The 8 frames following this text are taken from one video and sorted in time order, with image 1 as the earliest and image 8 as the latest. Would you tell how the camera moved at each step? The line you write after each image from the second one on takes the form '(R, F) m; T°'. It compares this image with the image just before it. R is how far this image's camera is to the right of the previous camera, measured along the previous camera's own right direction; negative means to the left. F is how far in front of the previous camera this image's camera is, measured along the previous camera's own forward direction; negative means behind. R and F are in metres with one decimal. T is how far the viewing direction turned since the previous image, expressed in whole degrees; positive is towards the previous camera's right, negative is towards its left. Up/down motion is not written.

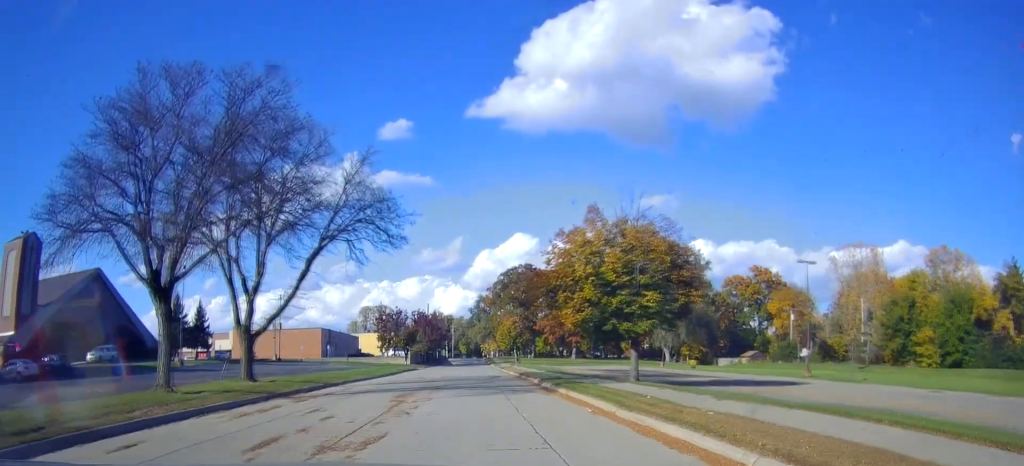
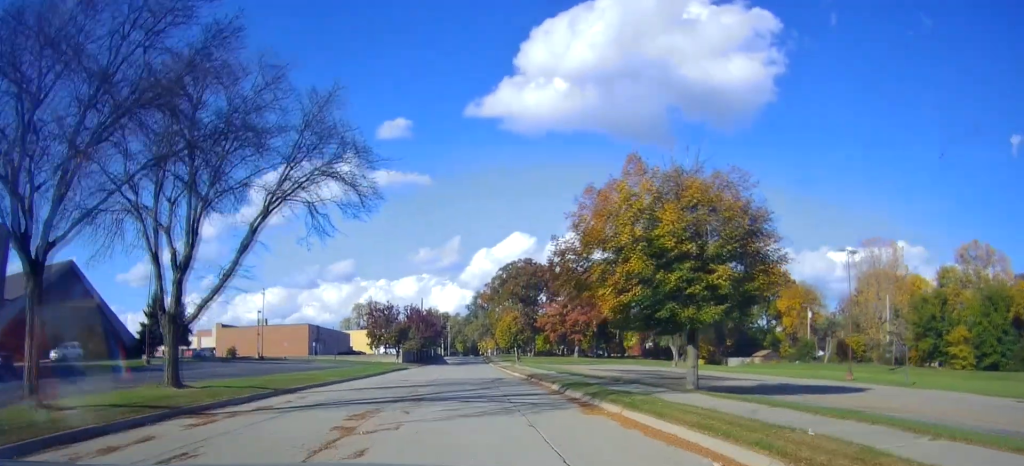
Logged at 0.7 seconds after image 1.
(+0.1, +7.2) m; -1°
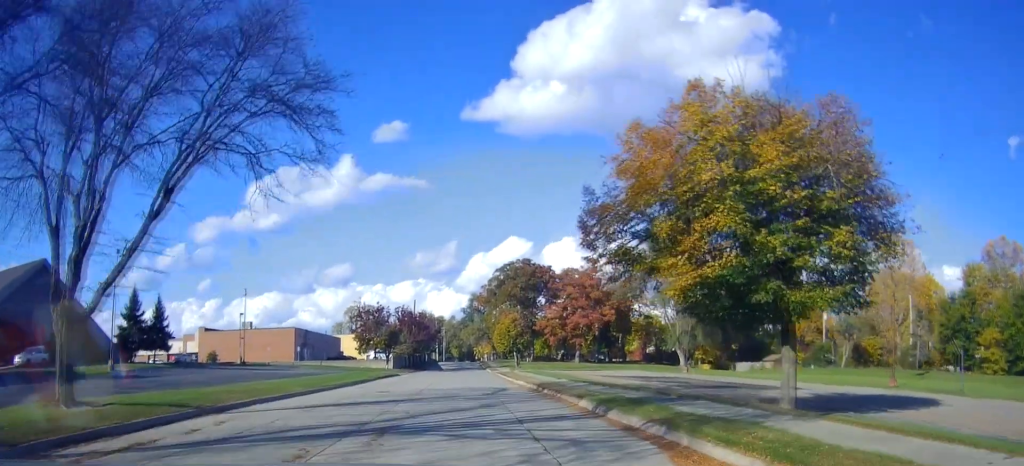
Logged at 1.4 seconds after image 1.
(0.0, +6.2) m; -1°
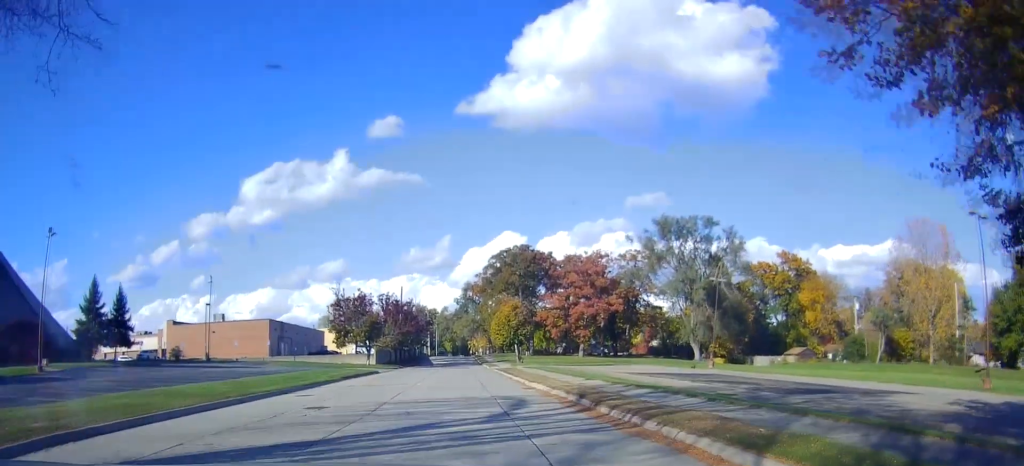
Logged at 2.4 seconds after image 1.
(-0.2, +10.5) m; +1°
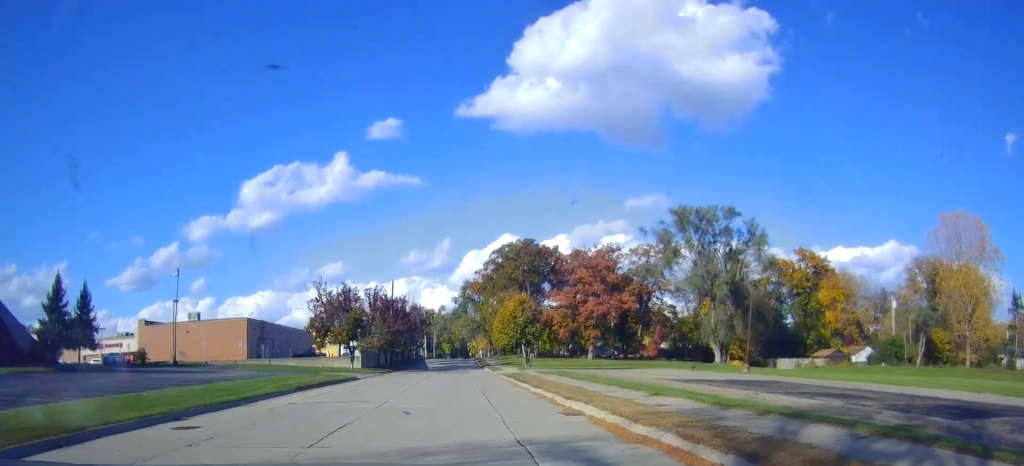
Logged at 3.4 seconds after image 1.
(+0.3, +9.2) m; +2°
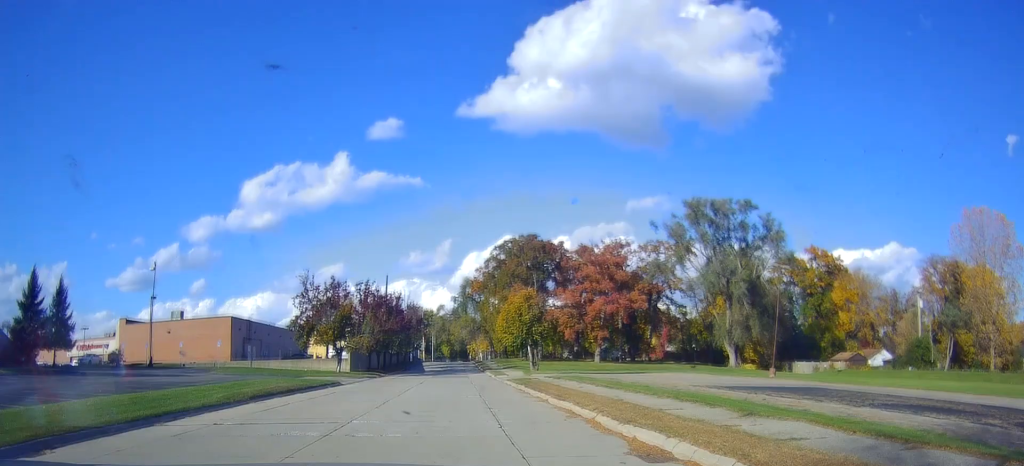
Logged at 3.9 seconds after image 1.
(0.0, +5.7) m; 0°
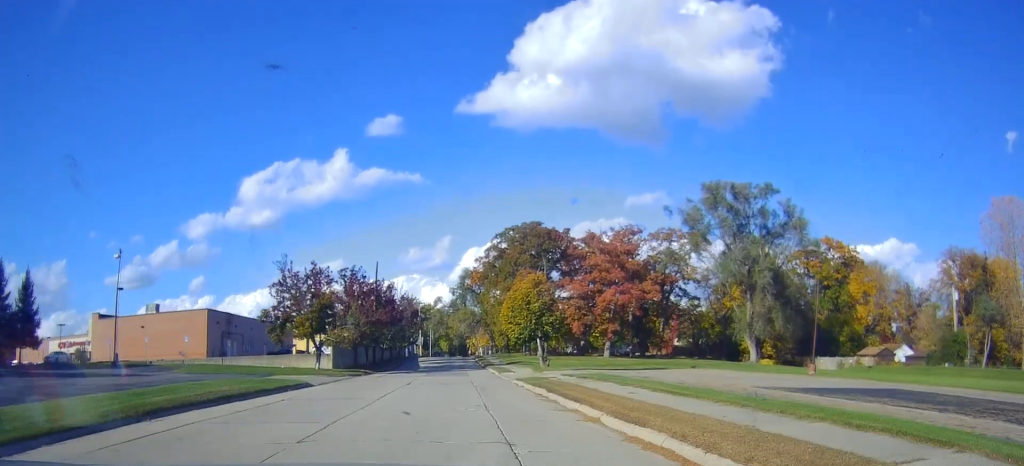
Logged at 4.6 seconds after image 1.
(0.0, +7.1) m; 0°
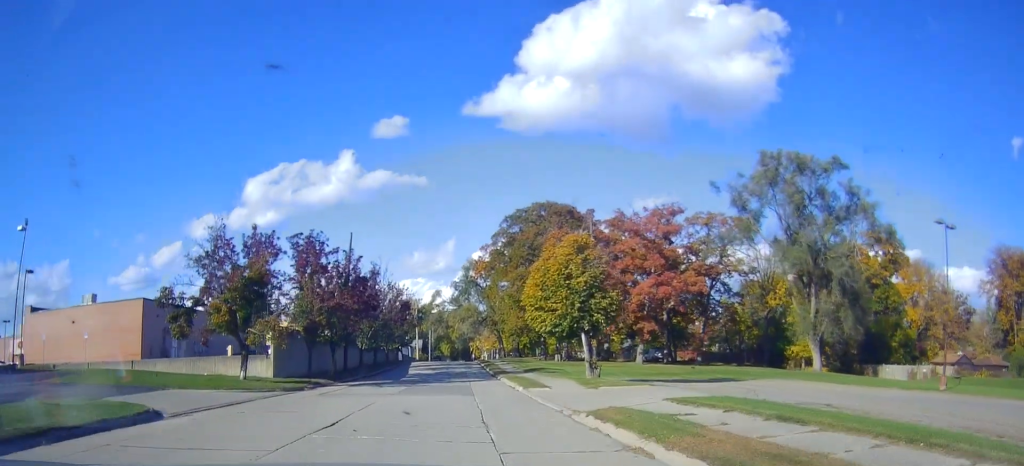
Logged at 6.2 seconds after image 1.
(-0.1, +15.9) m; -4°
